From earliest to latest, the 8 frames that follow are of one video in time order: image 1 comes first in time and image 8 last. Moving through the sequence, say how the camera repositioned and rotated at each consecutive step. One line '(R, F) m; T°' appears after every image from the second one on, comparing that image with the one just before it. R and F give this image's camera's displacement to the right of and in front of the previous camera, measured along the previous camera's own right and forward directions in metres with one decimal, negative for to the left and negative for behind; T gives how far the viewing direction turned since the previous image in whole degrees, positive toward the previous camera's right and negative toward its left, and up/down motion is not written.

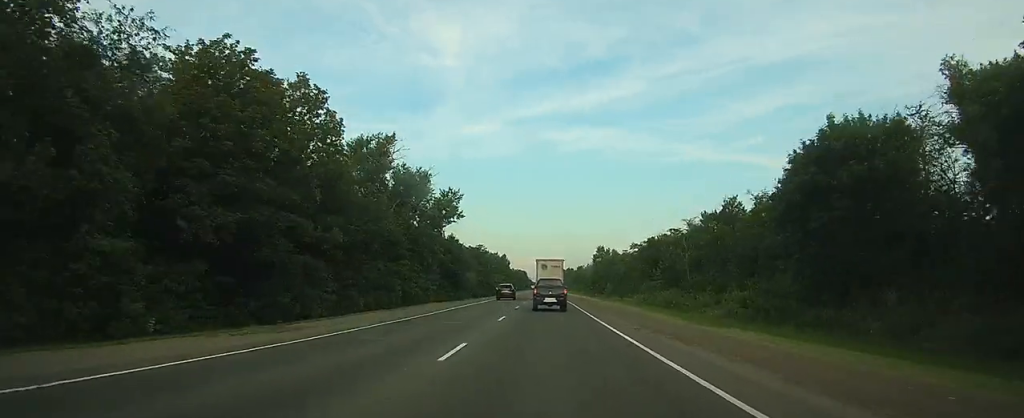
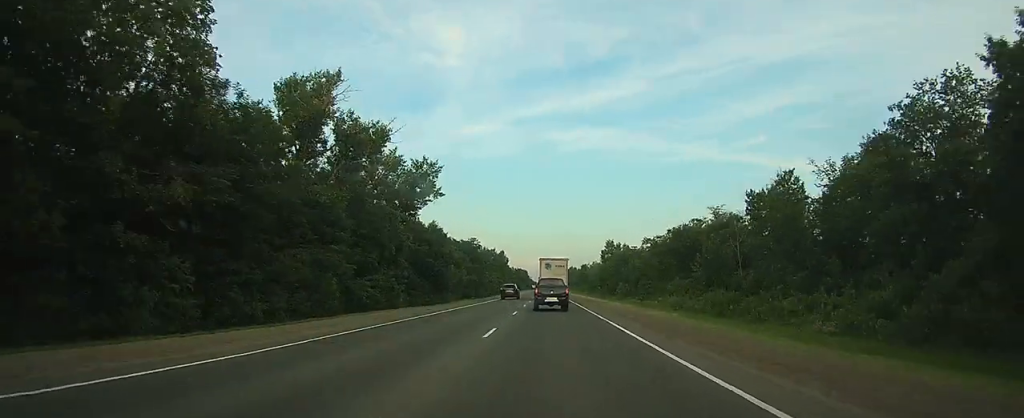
(-0.1, +19.2) m; -1°
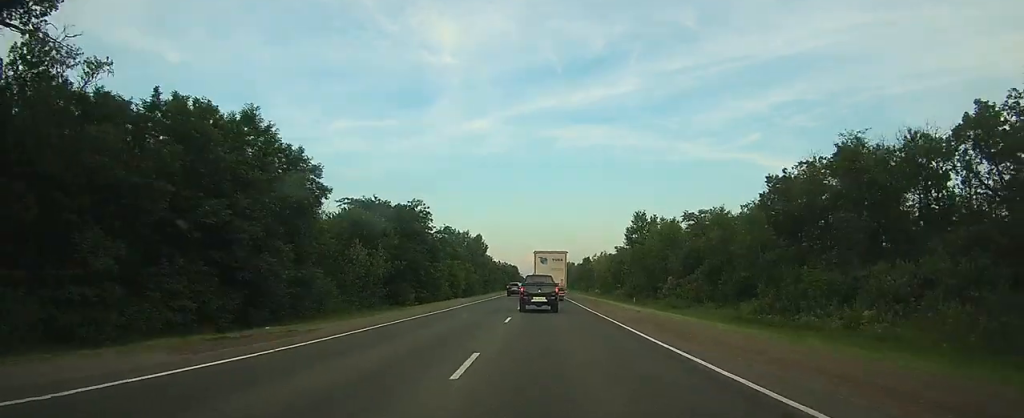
(-0.2, +53.6) m; 0°
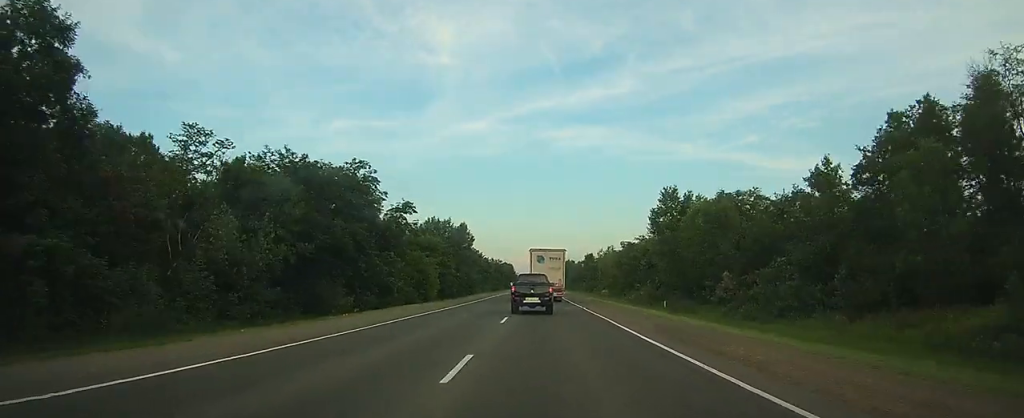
(0.0, +24.1) m; 0°
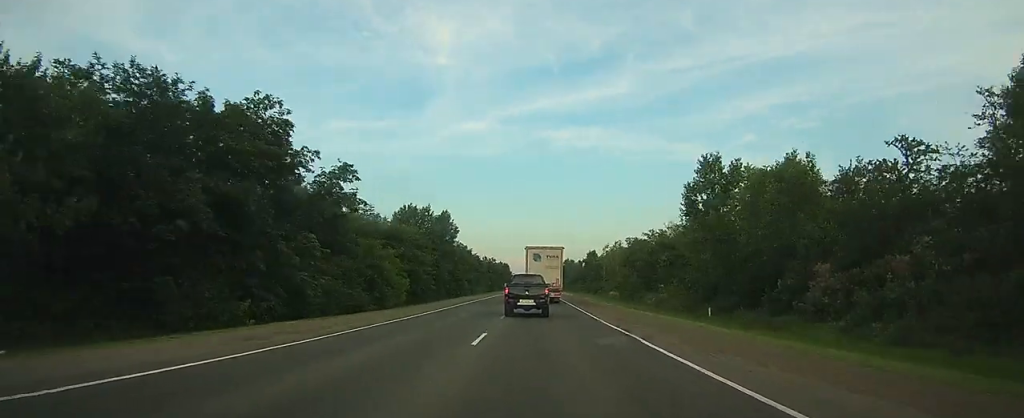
(+0.1, +19.0) m; 0°
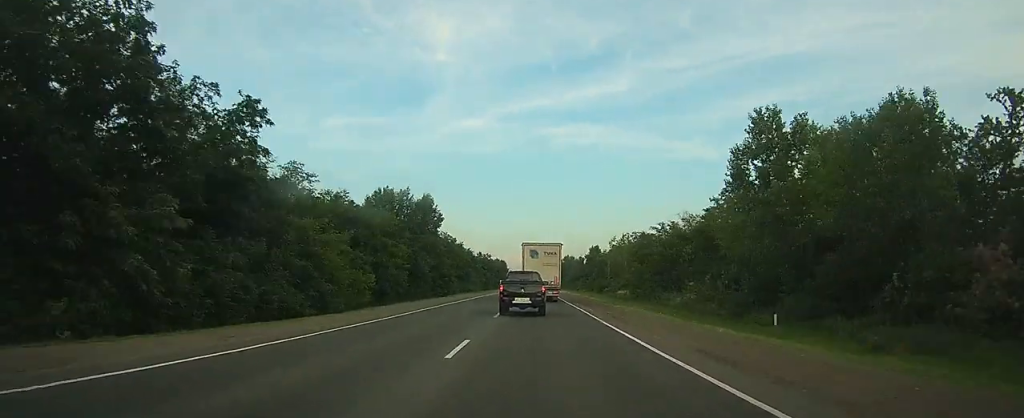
(0.0, +14.6) m; 0°
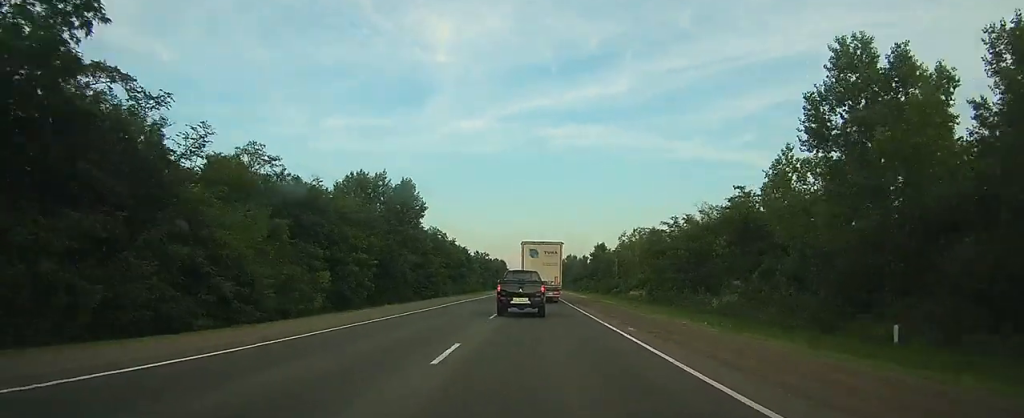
(0.0, +12.8) m; 0°
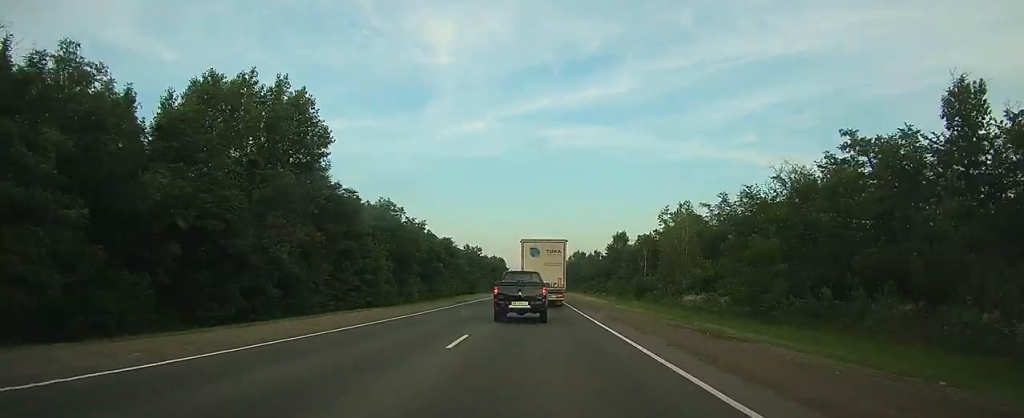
(+0.2, +33.9) m; 0°
